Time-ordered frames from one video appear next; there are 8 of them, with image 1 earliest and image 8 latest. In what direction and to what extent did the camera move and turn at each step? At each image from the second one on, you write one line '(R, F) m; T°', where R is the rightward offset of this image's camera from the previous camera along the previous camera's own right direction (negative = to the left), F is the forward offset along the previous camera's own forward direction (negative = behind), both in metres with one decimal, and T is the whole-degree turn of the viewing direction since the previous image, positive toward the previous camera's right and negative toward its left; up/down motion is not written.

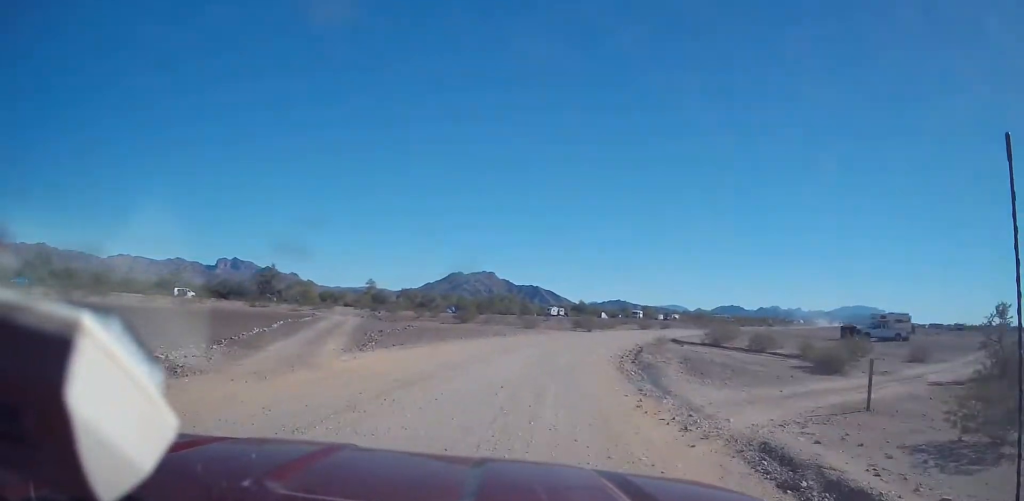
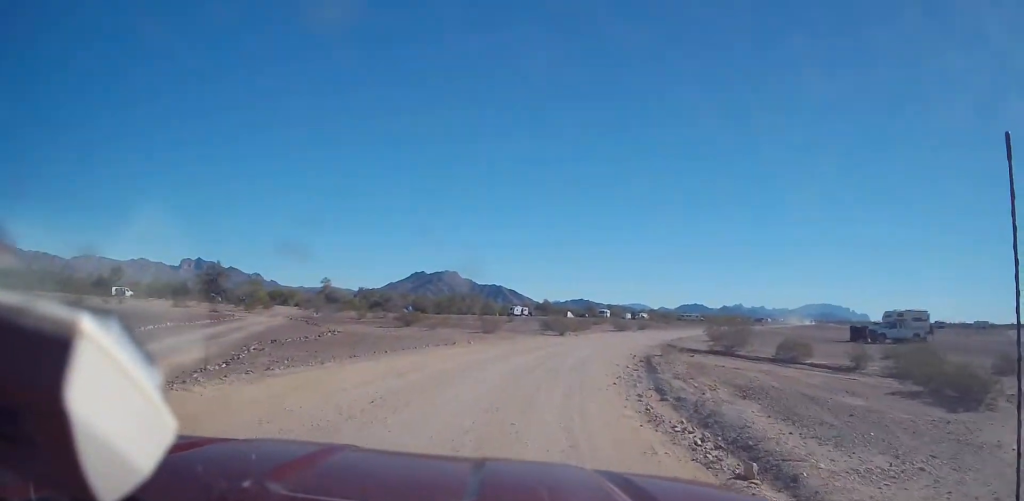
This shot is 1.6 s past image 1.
(+0.1, +10.5) m; +3°
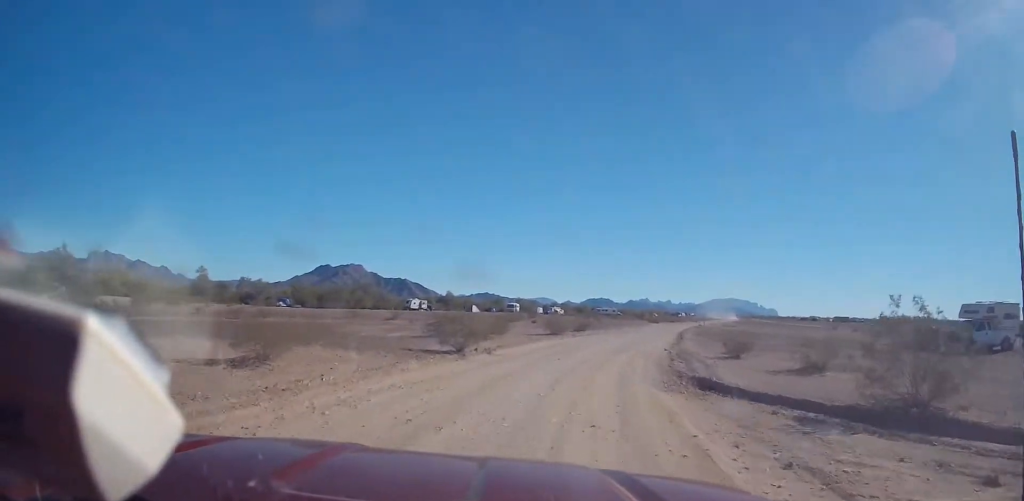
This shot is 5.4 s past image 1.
(+2.3, +24.4) m; +10°
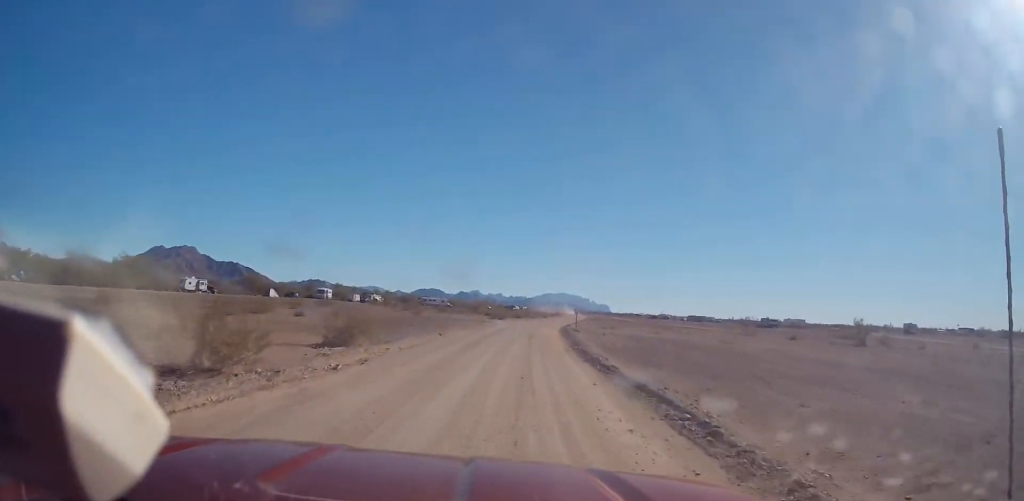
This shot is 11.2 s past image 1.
(+4.2, +35.1) m; +10°
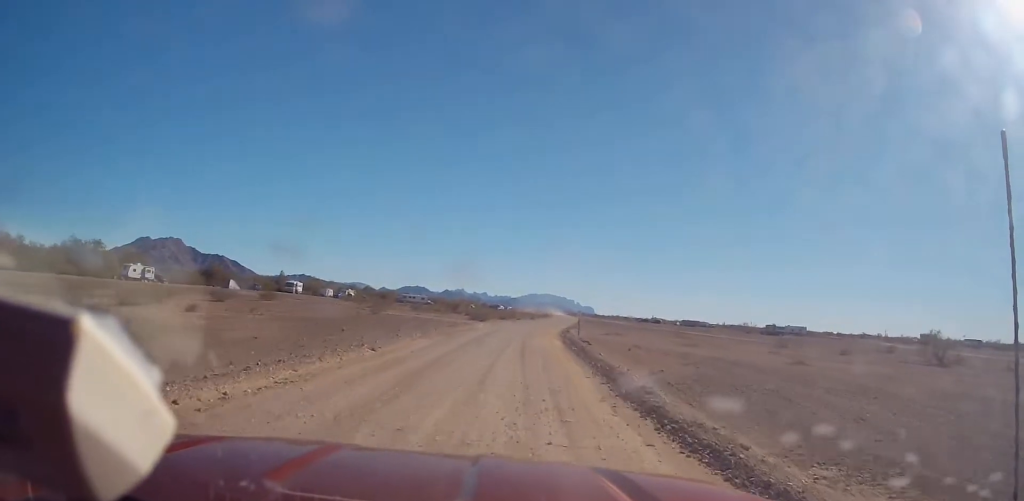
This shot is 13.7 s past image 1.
(+0.1, +15.5) m; +1°
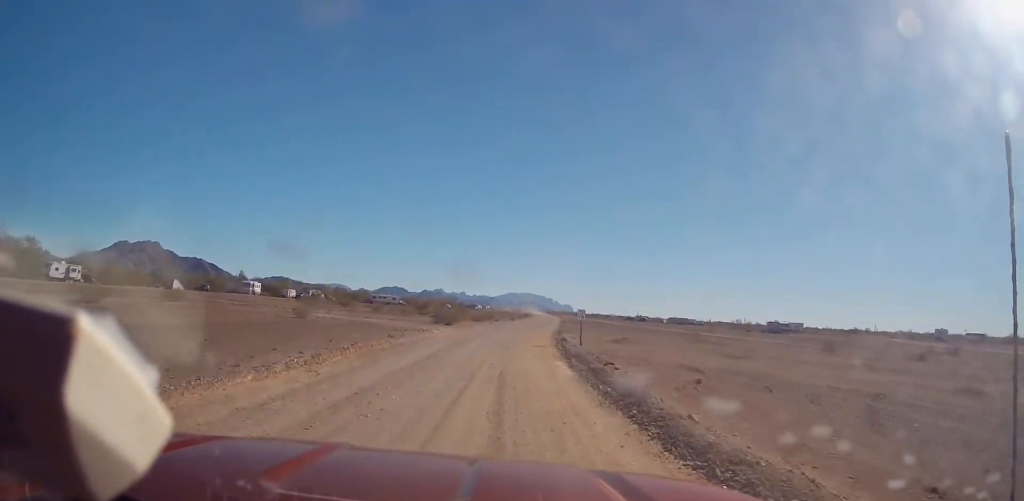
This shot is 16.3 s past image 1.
(+0.3, +15.8) m; +1°
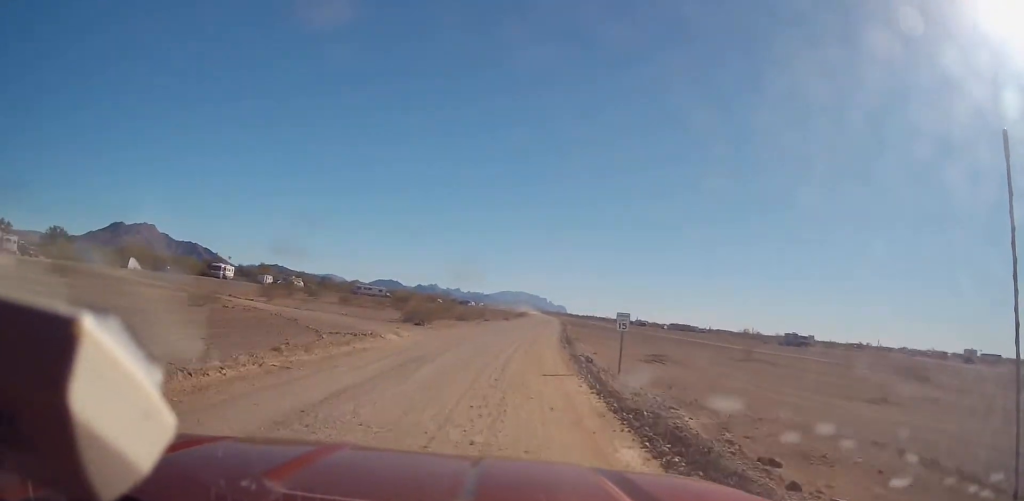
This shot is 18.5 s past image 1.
(0.0, +14.3) m; +1°
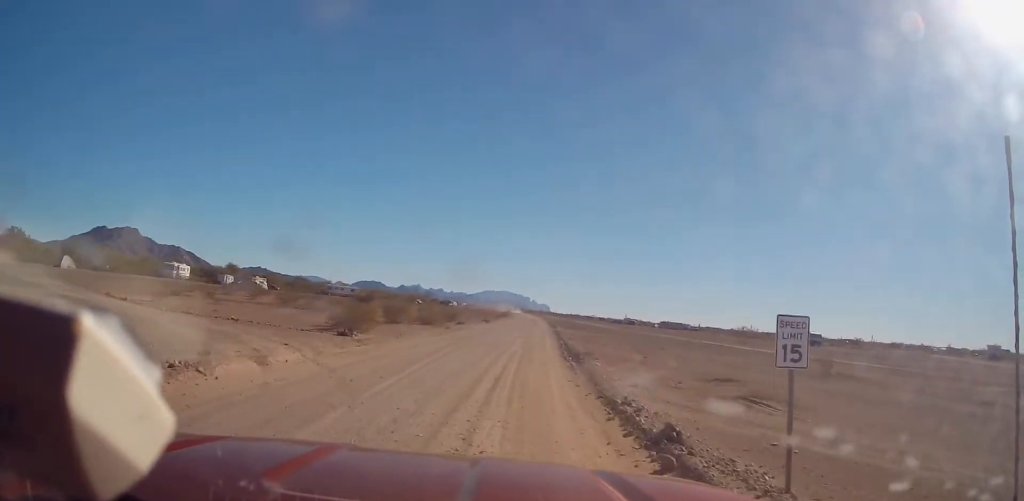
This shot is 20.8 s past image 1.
(+0.3, +14.6) m; +2°
